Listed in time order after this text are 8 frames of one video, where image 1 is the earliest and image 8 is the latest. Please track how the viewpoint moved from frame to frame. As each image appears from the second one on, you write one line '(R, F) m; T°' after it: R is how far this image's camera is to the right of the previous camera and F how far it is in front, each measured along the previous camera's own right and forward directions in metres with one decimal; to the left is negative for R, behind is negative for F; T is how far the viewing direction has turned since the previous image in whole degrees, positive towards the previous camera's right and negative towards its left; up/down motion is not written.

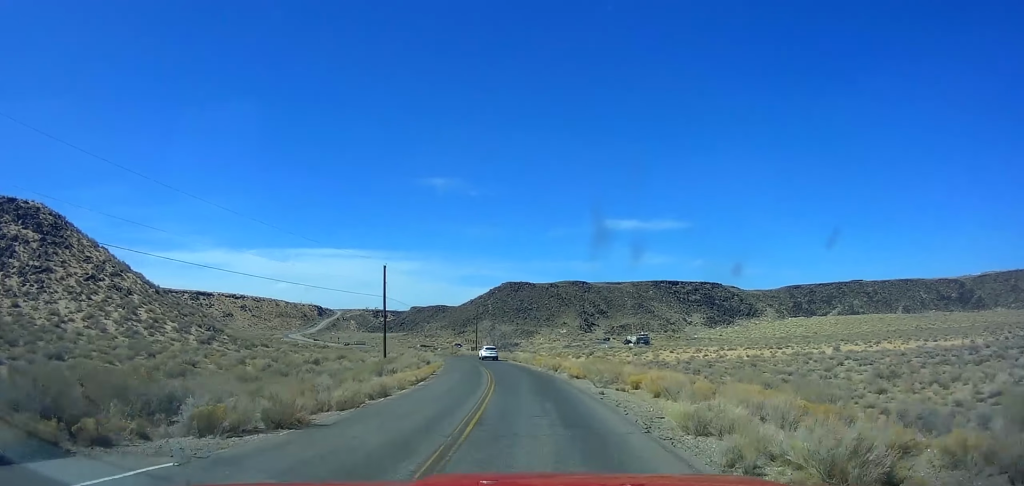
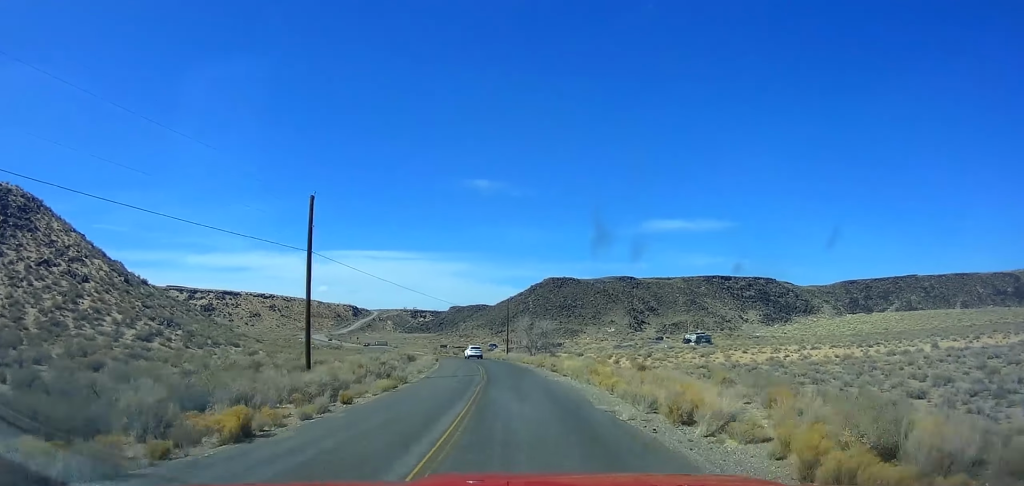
(-0.3, +26.6) m; -3°
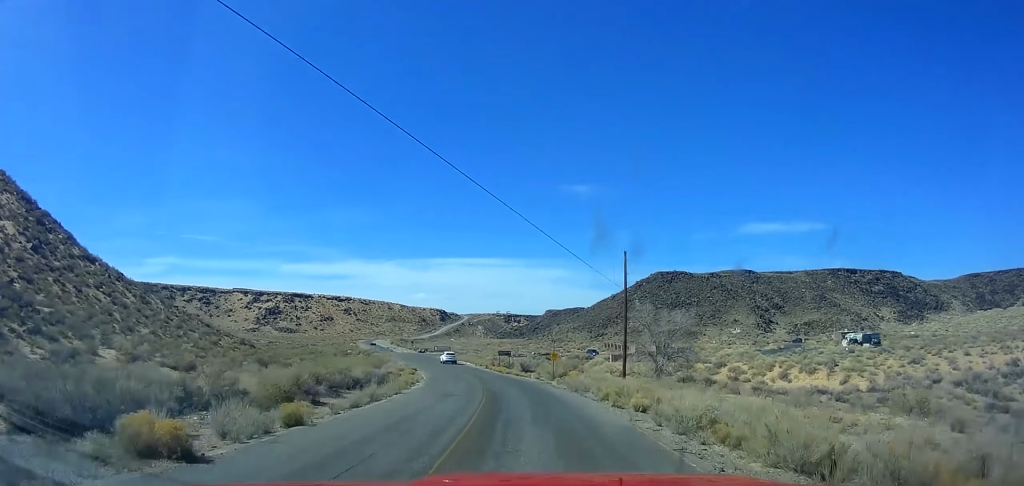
(-3.9, +50.3) m; -10°
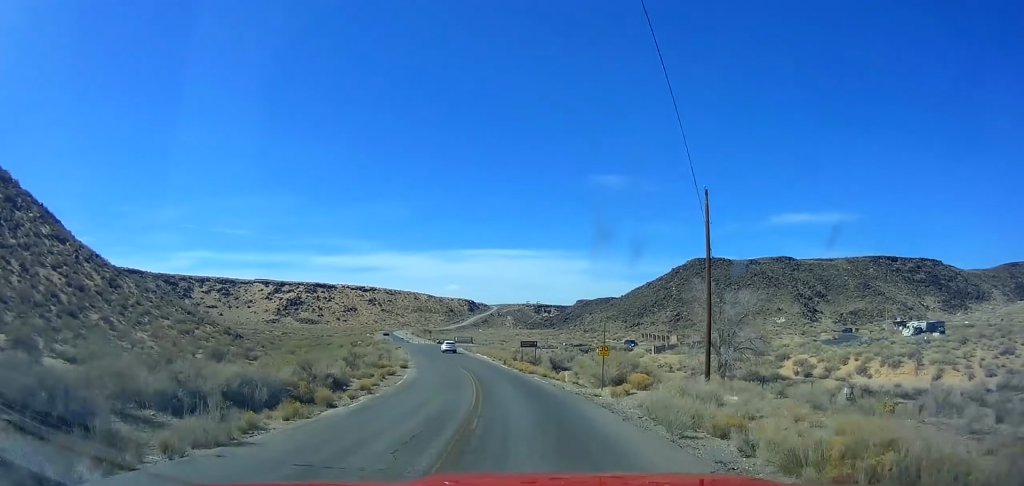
(-0.6, +15.8) m; -4°
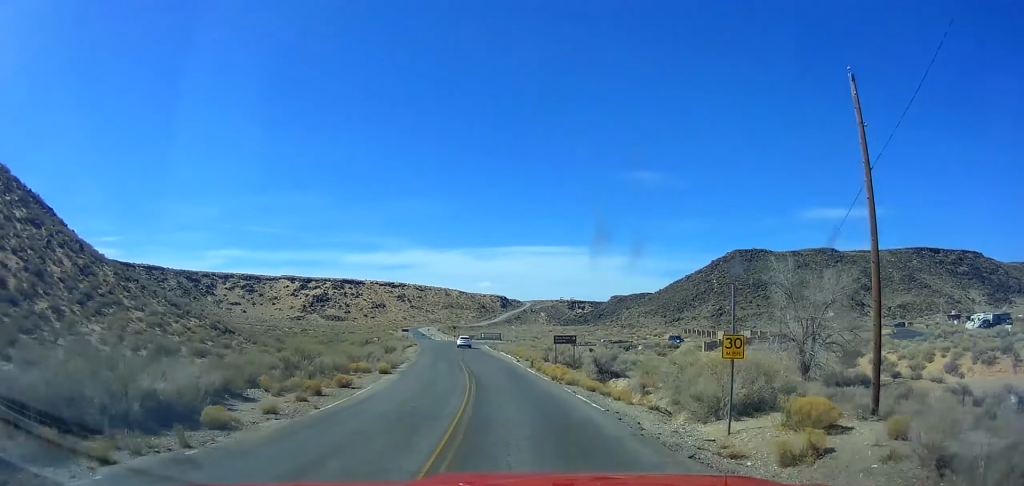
(0.0, +13.5) m; -3°
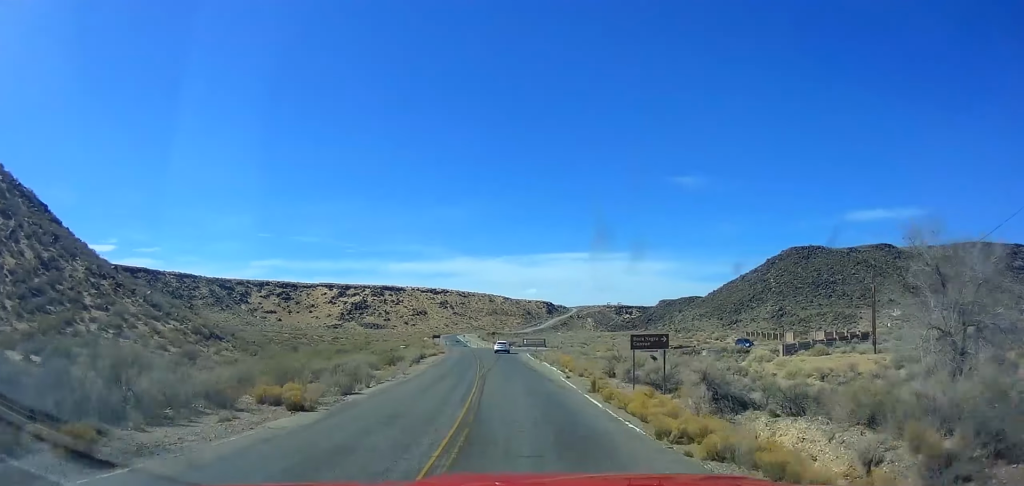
(-0.5, +15.2) m; -3°
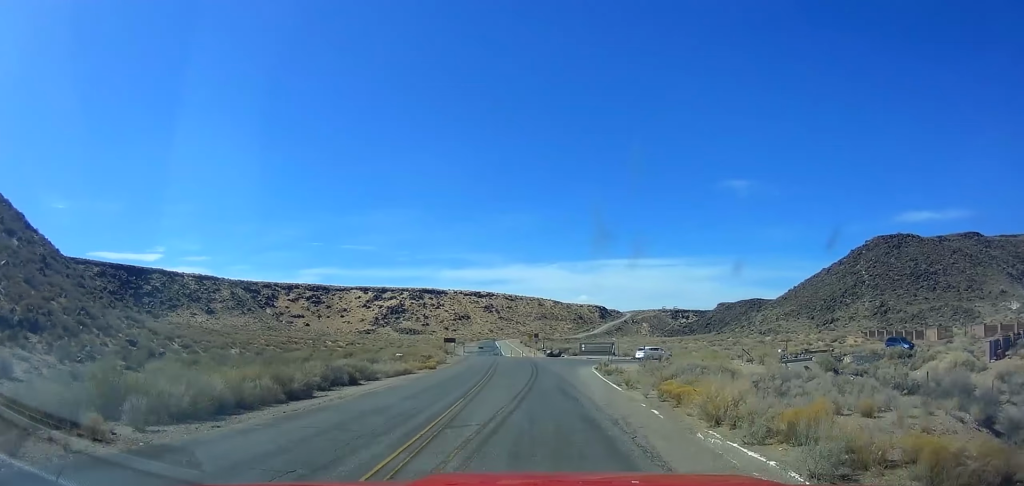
(-2.8, +34.9) m; -5°
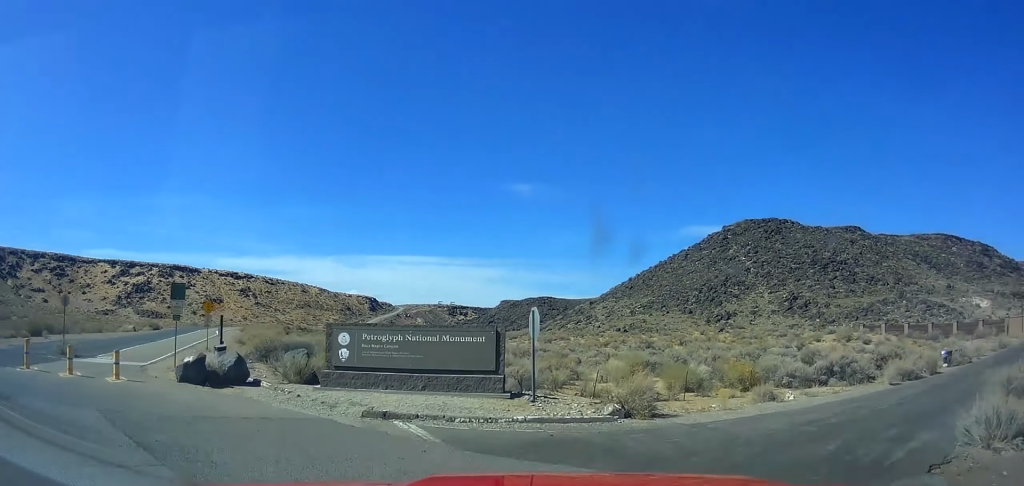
(+1.4, +53.5) m; +22°
